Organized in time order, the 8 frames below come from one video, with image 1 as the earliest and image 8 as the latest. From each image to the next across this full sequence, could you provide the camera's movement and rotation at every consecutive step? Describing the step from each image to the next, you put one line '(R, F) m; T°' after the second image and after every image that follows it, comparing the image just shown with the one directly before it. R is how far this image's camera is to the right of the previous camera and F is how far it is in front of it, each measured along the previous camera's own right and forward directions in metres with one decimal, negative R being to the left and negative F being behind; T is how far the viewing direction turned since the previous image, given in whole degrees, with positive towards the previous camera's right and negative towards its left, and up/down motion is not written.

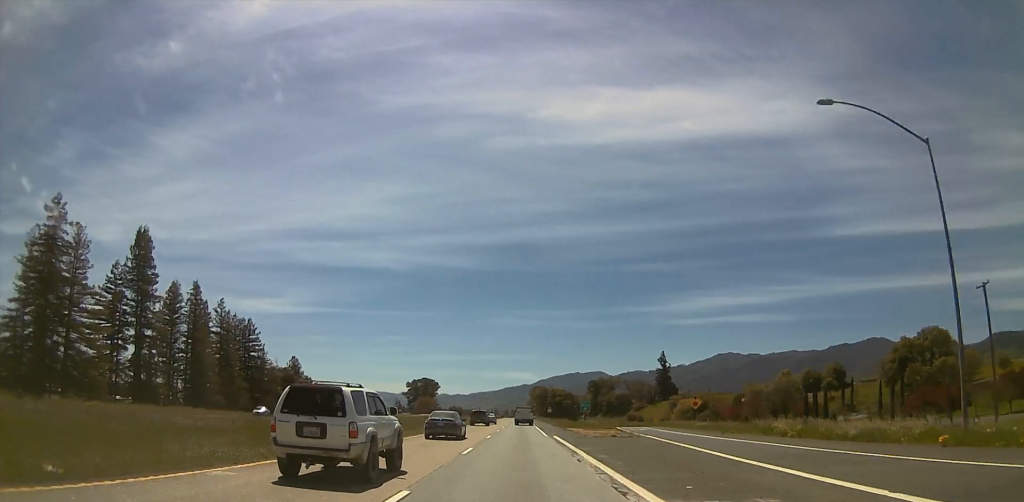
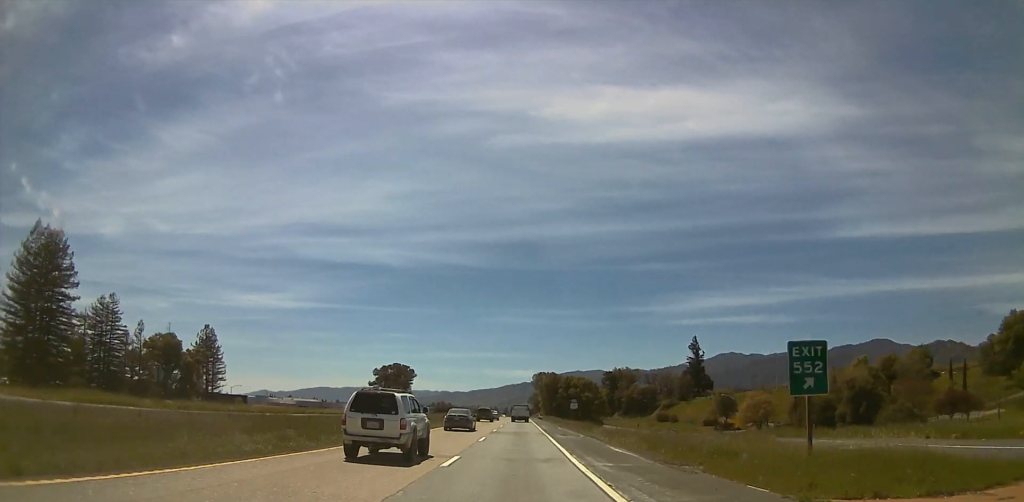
(-0.3, +72.5) m; -1°
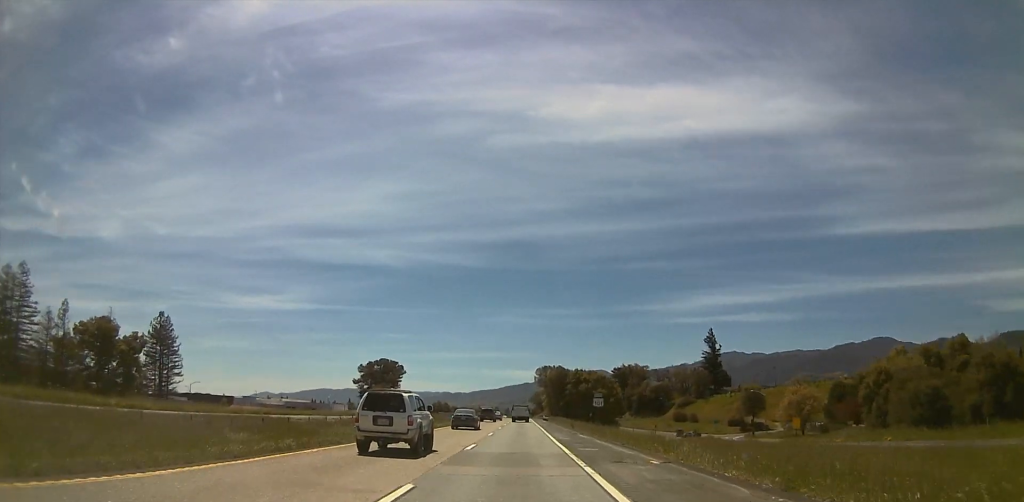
(-0.2, +26.8) m; 0°
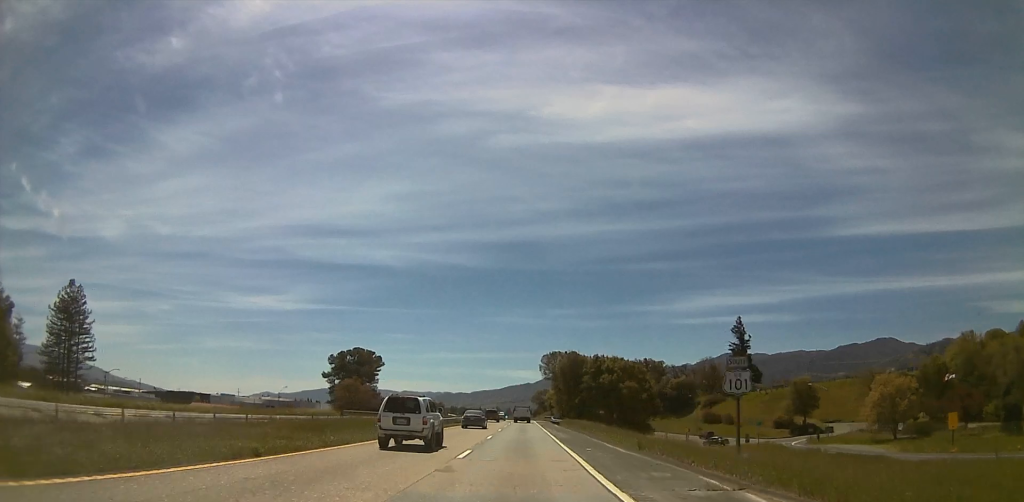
(+0.4, +34.2) m; +1°
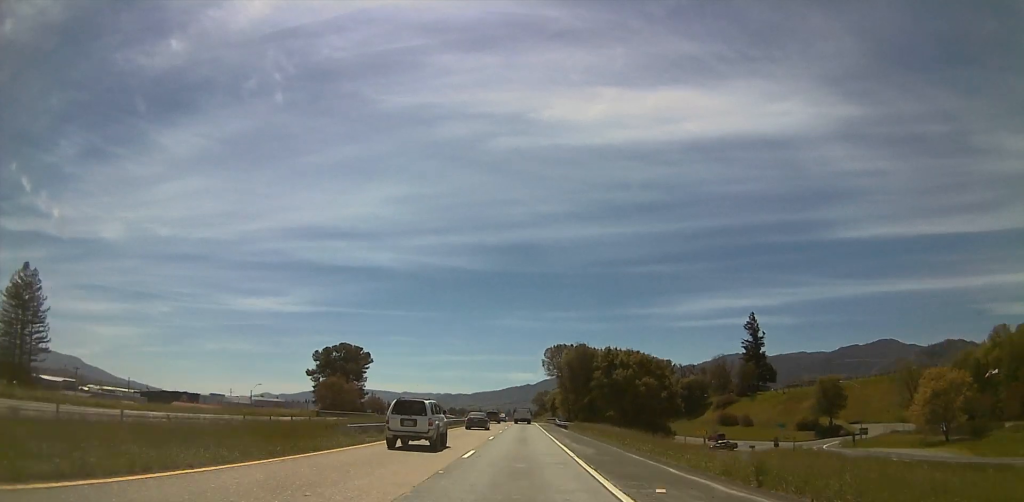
(+0.1, +13.2) m; 0°
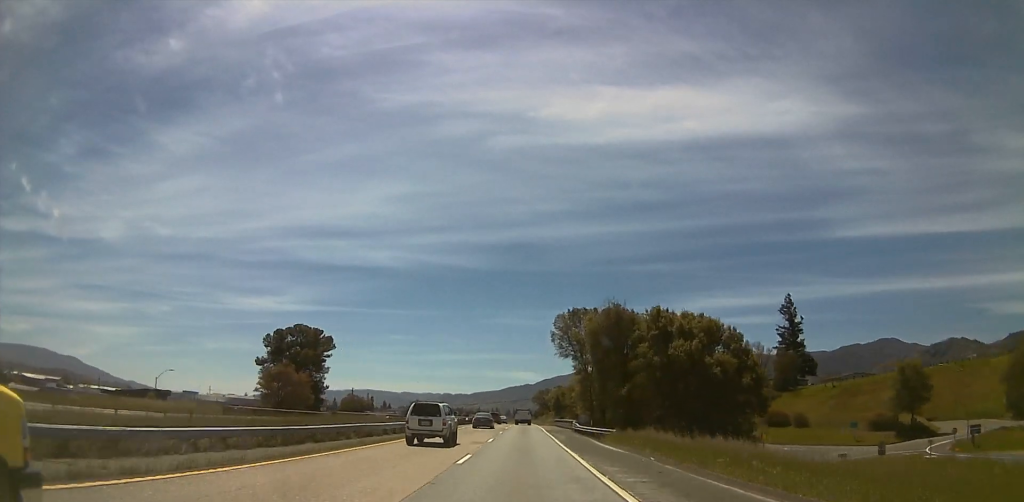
(-0.2, +32.0) m; 0°
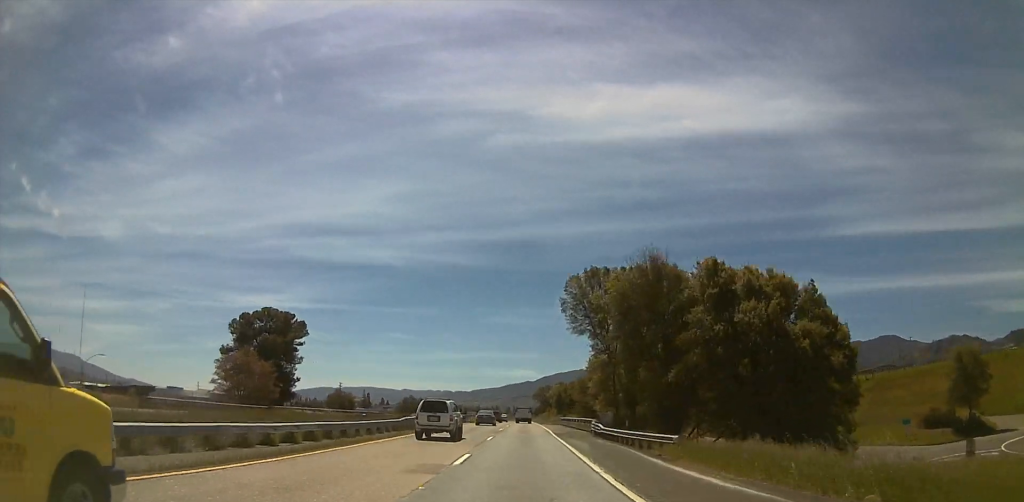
(0.0, +15.7) m; 0°
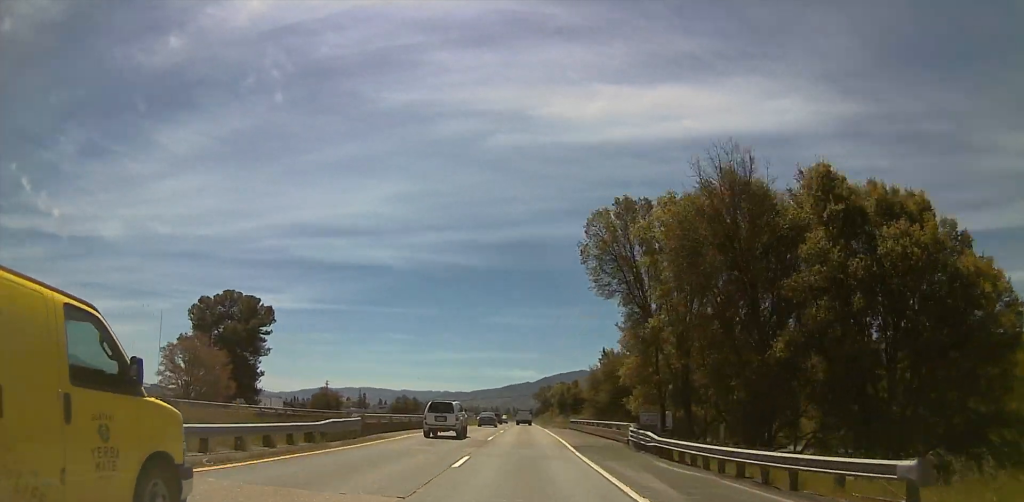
(0.0, +14.1) m; 0°
